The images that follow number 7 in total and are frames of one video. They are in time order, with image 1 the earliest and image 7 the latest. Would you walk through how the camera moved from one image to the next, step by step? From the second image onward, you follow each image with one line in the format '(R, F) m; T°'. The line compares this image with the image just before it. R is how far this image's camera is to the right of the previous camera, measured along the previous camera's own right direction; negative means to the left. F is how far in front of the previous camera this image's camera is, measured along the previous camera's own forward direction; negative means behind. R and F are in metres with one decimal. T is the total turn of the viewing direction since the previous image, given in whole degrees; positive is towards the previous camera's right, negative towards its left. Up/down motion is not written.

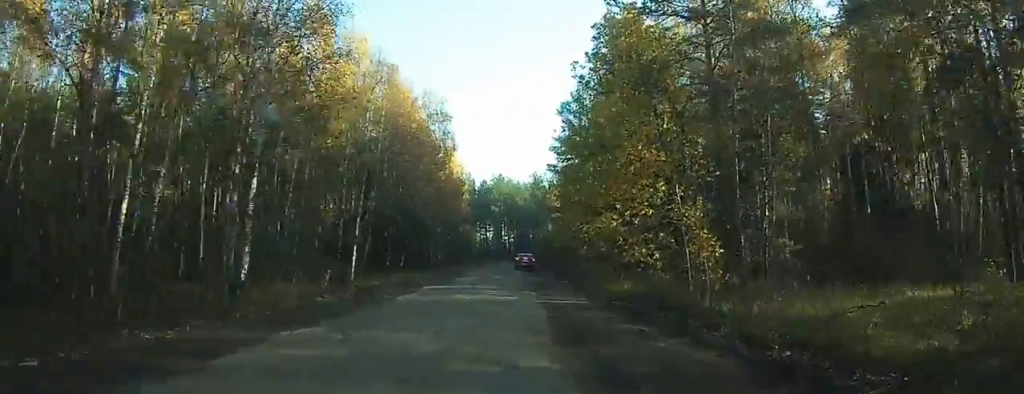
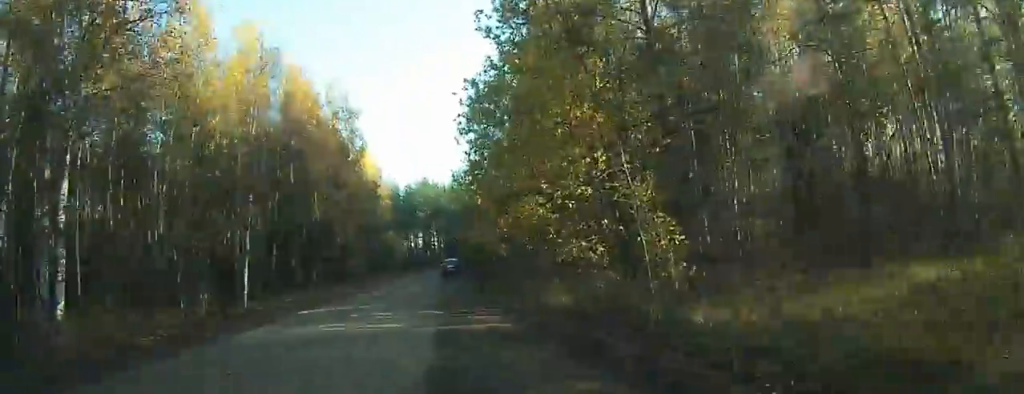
(+0.3, +6.4) m; +1°
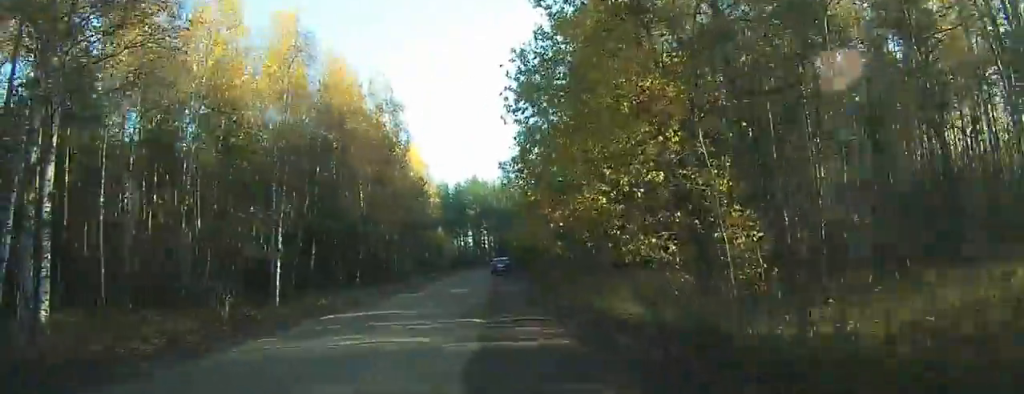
(-0.1, +2.6) m; -1°
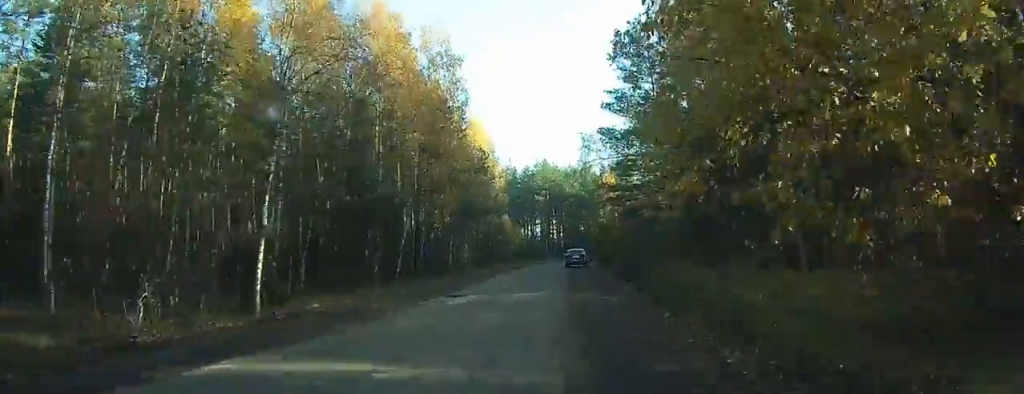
(-0.2, +7.7) m; -2°
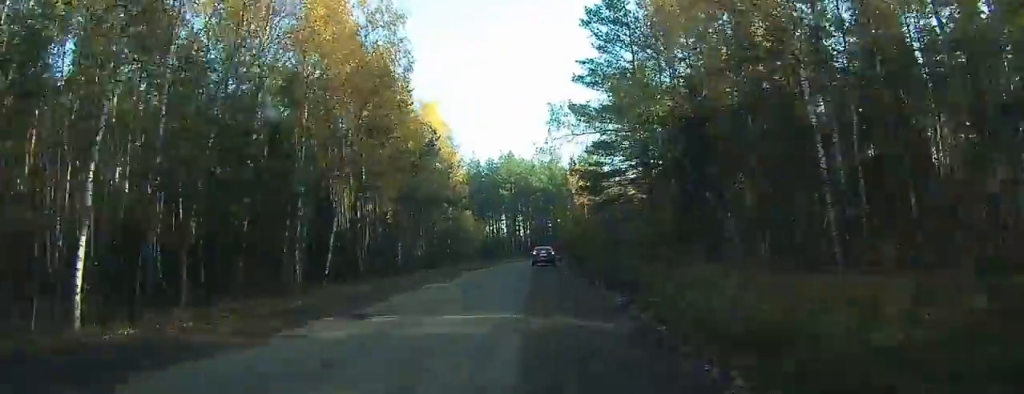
(0.0, +5.5) m; 0°
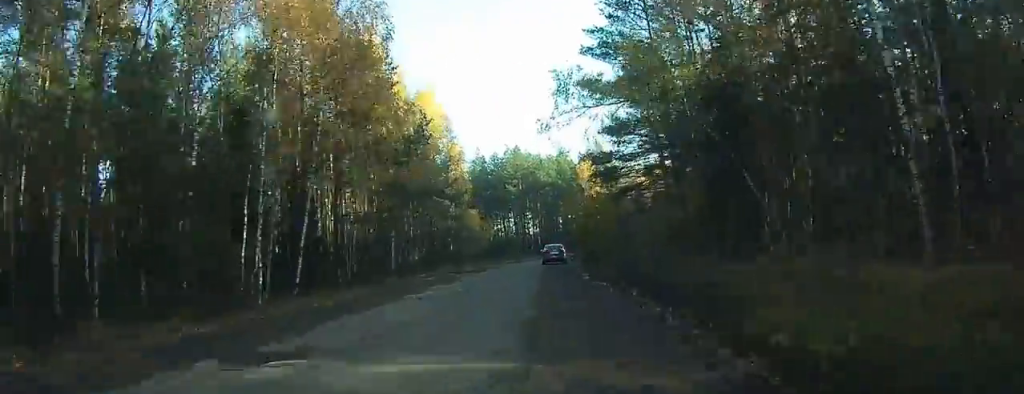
(0.0, +4.5) m; 0°
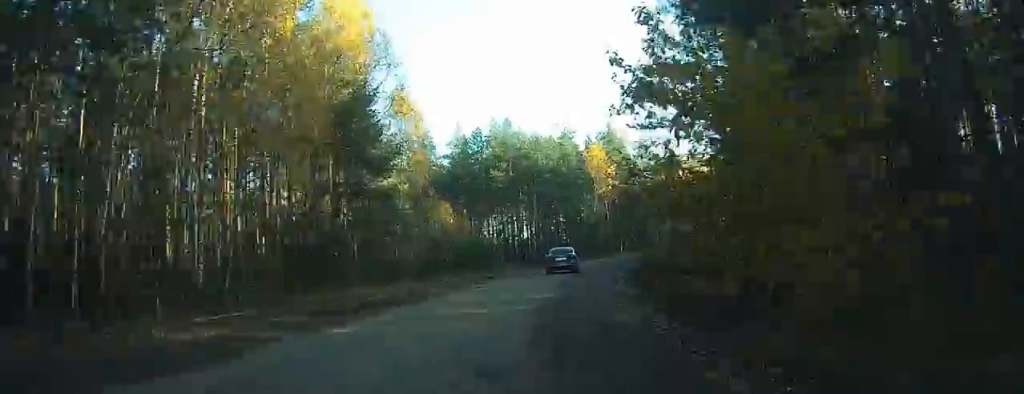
(-0.4, +21.6) m; -2°
